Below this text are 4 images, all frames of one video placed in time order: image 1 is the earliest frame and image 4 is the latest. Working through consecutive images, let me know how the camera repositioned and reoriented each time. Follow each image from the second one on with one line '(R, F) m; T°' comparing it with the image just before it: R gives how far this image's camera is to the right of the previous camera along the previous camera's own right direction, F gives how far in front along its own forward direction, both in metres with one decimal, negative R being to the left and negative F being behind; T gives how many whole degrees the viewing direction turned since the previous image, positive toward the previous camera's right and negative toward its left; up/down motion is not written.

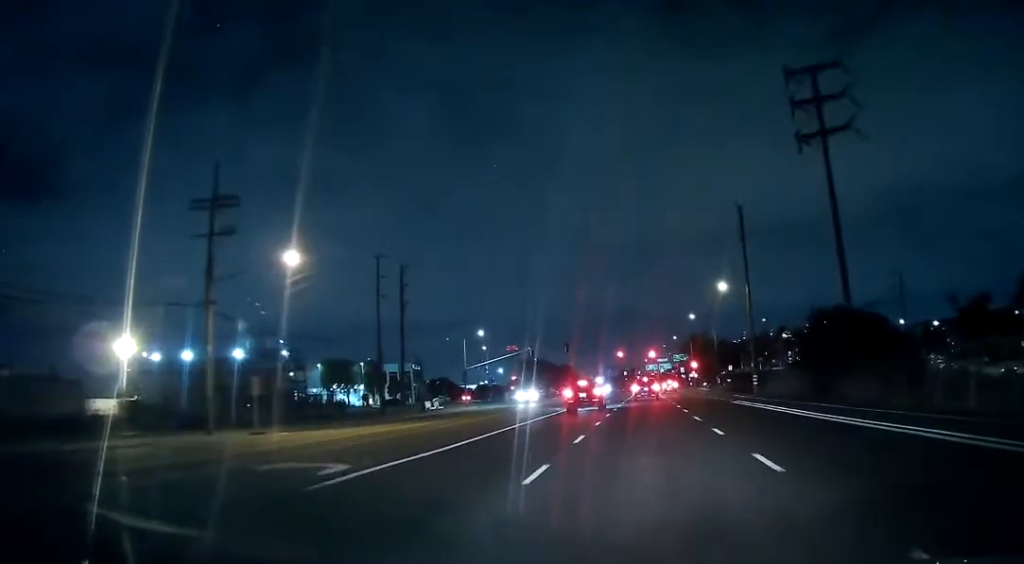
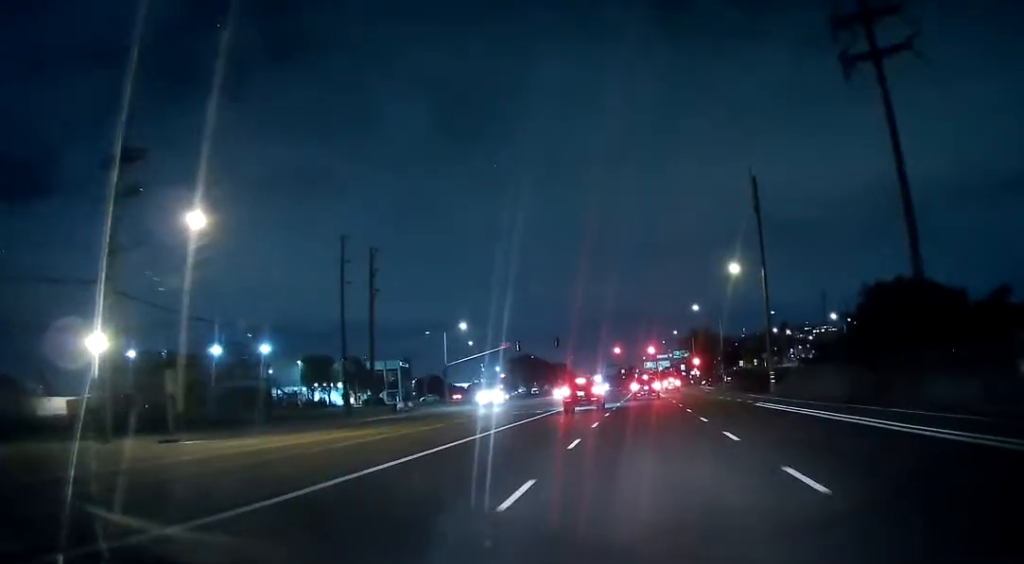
(+0.1, +8.9) m; +1°
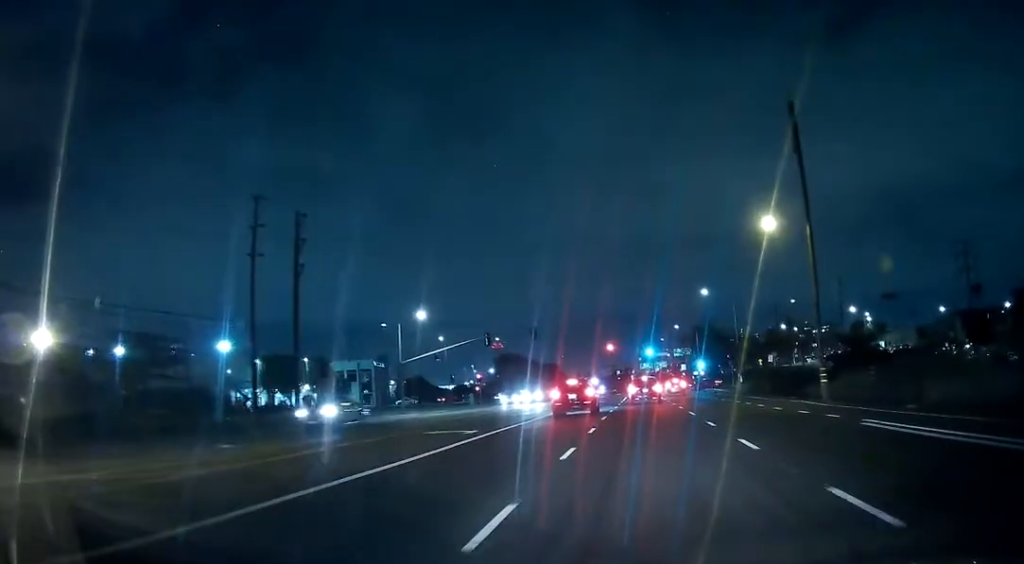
(+0.1, +16.7) m; 0°
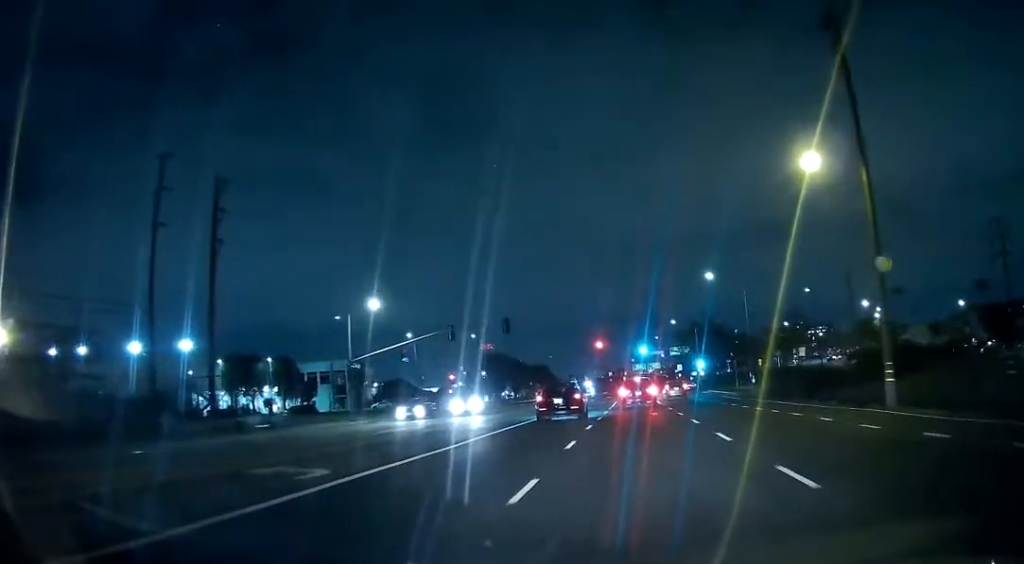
(0.0, +11.8) m; 0°
